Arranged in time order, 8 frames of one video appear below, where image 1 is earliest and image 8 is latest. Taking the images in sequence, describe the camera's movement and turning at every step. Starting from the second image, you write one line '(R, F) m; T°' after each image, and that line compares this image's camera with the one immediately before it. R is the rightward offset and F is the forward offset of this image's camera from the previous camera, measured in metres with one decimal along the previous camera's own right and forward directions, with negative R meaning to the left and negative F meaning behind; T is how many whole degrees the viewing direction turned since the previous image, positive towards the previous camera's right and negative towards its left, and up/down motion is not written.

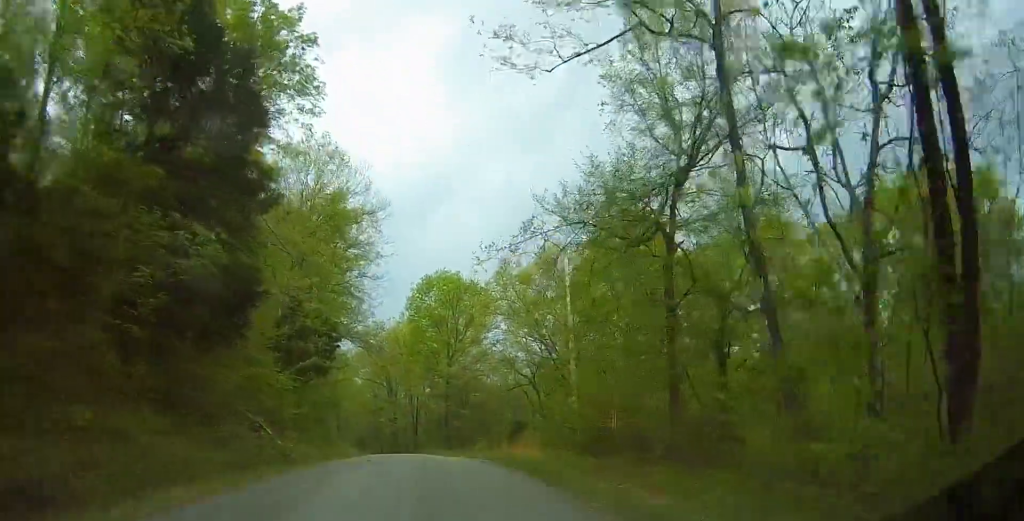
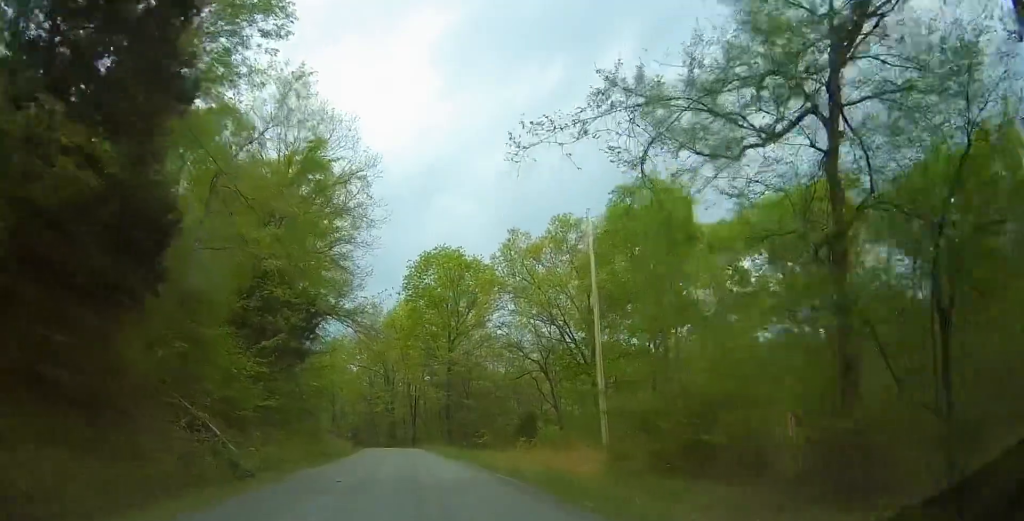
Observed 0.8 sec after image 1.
(0.0, +6.9) m; -3°
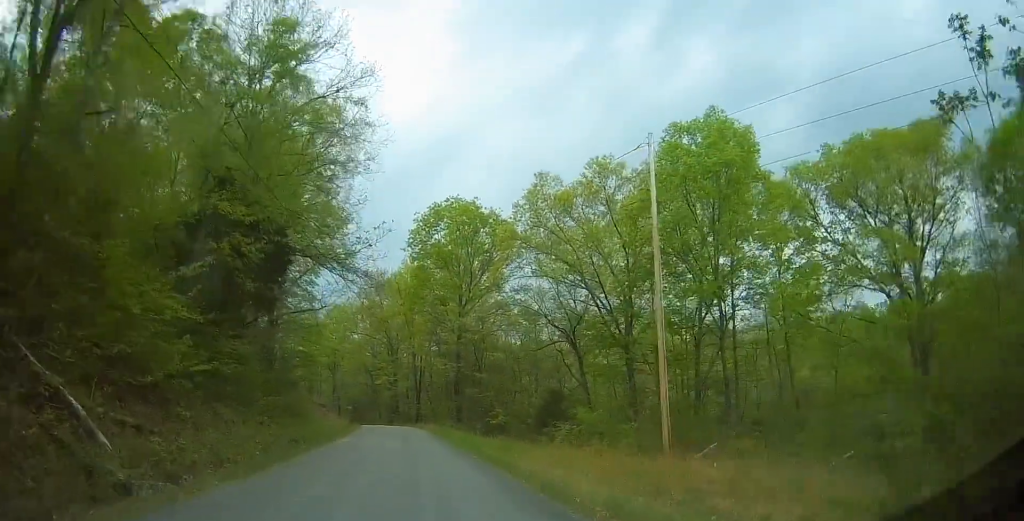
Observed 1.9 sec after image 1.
(-0.5, +8.8) m; -2°
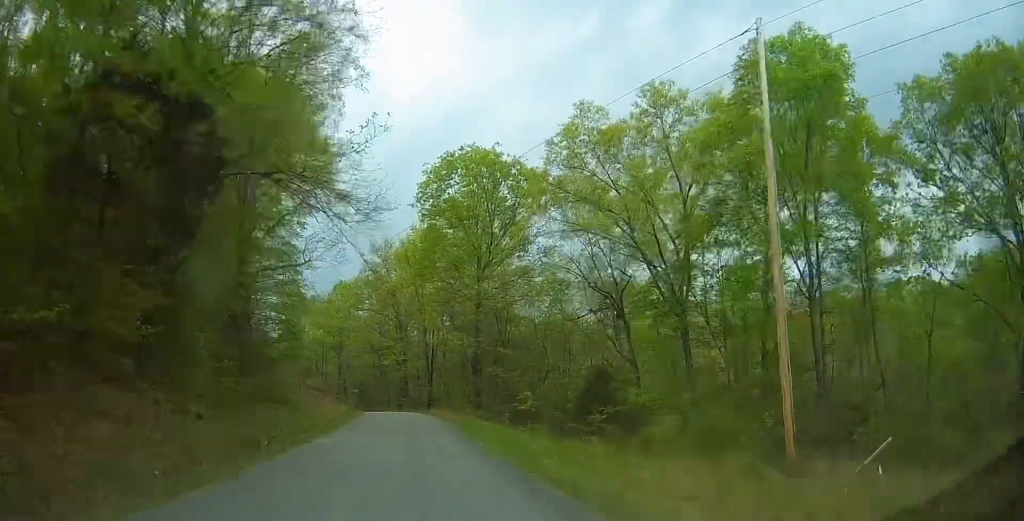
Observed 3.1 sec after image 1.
(+0.4, +8.6) m; +3°
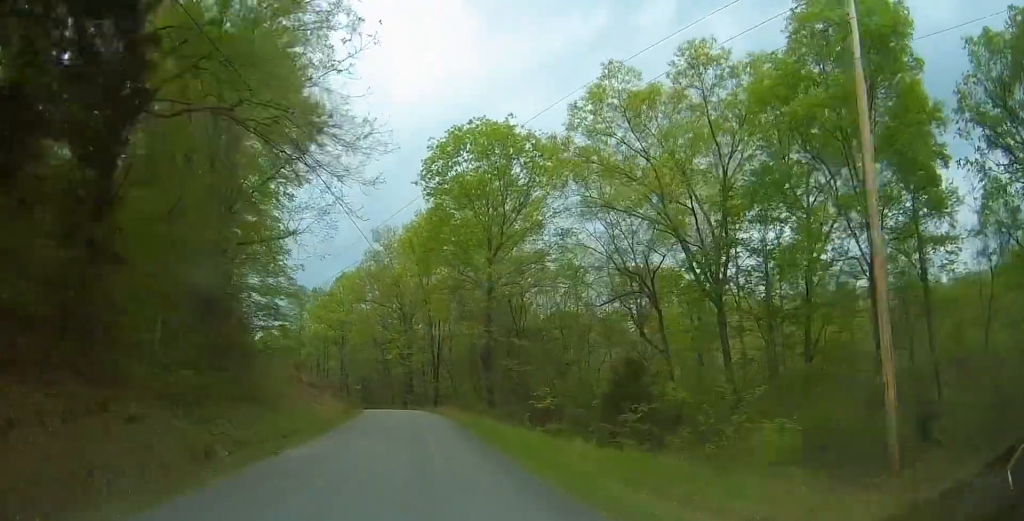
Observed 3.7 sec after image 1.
(+0.1, +4.4) m; -1°
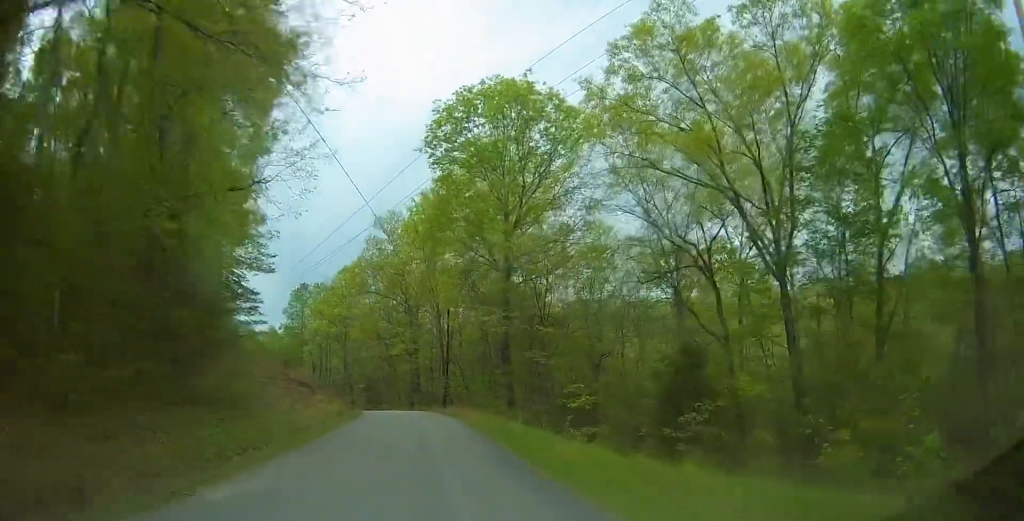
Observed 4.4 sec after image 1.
(-0.2, +6.0) m; -2°
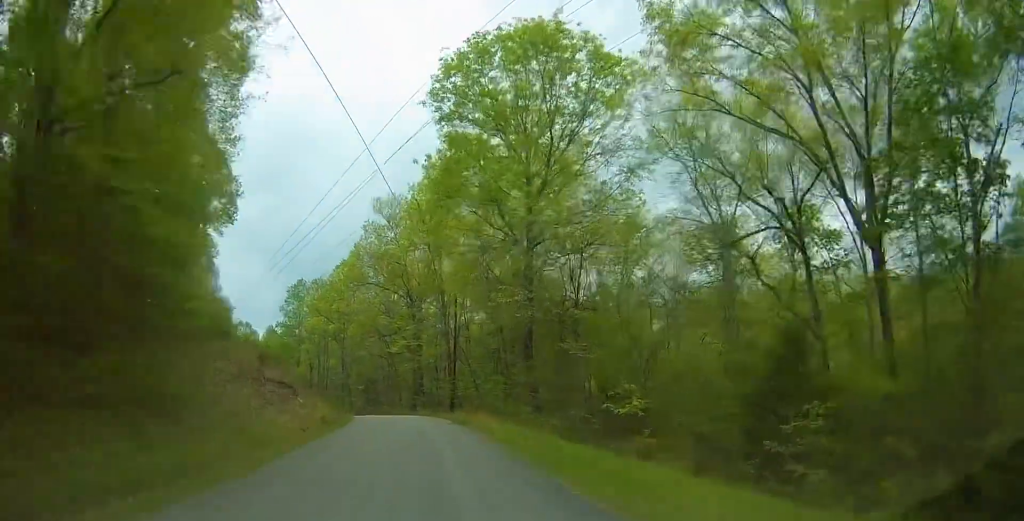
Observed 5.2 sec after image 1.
(-0.2, +6.8) m; -1°
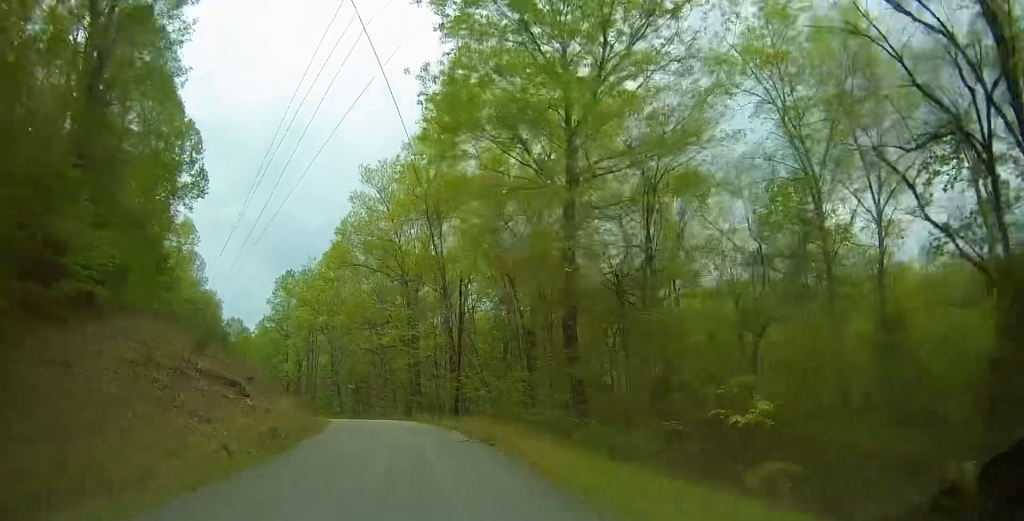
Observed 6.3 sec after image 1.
(+0.2, +9.3) m; +3°
